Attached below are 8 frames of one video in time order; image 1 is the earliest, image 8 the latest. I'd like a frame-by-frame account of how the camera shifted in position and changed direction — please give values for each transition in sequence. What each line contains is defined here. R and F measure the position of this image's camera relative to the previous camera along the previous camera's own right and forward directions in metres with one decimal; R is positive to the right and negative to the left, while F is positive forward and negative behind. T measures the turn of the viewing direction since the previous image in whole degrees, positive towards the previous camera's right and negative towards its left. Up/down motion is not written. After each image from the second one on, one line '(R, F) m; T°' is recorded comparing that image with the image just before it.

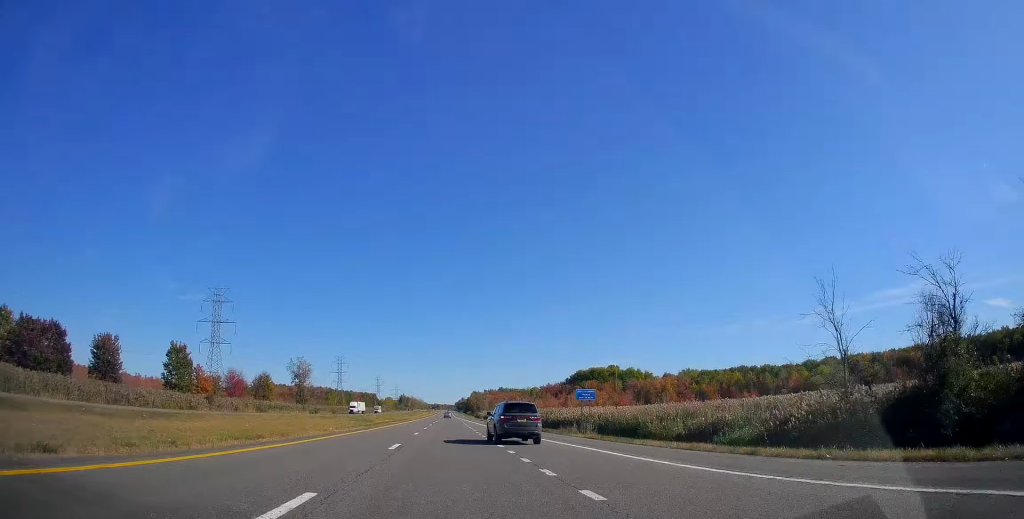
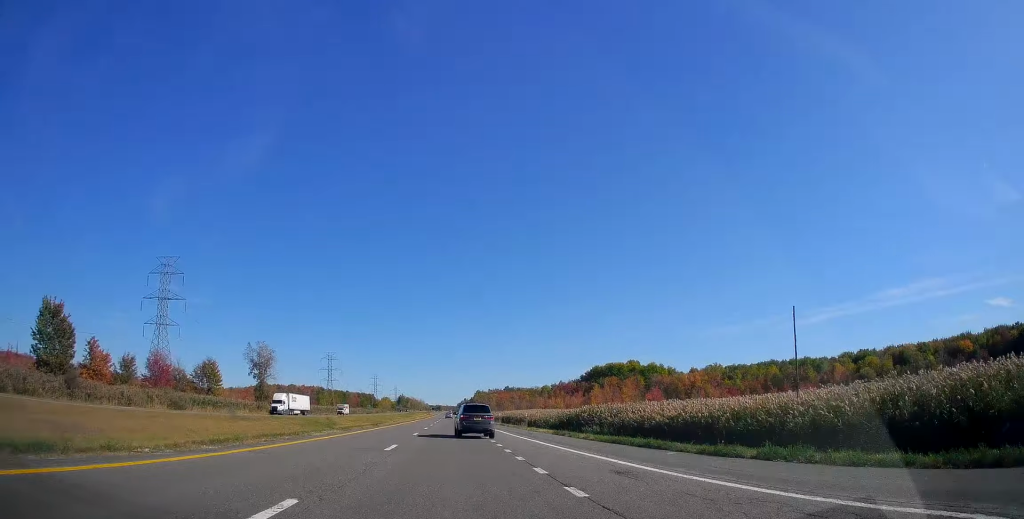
(+0.1, +43.0) m; 0°
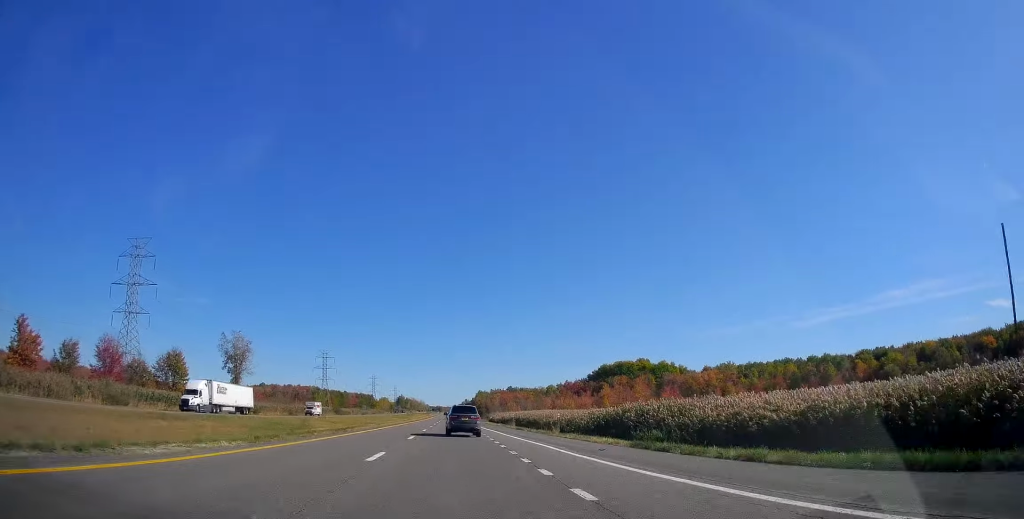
(-0.2, +18.6) m; 0°
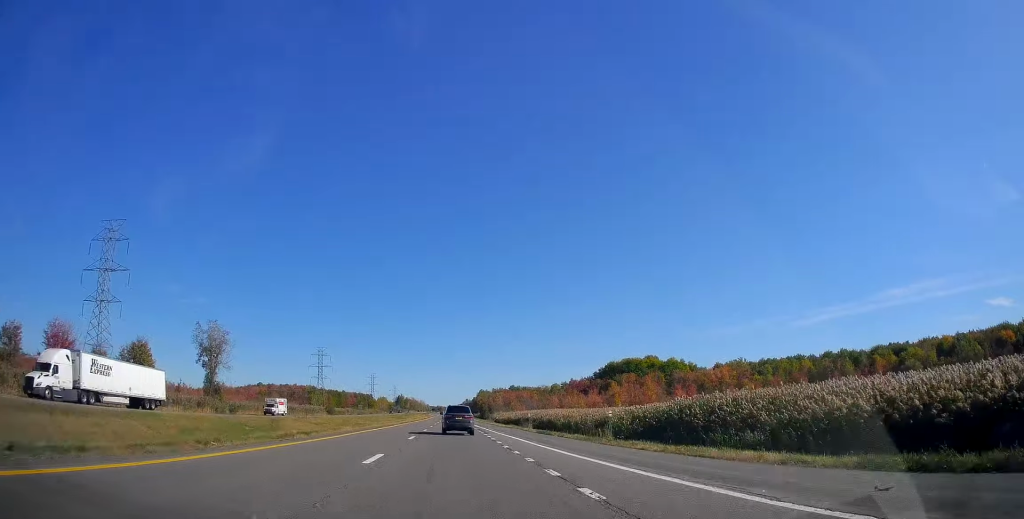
(+0.3, +14.7) m; 0°
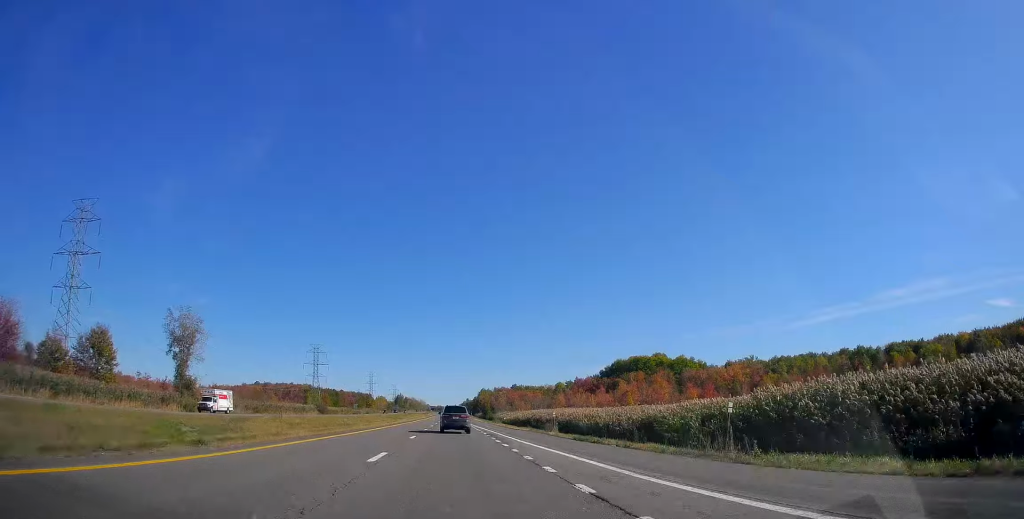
(+0.2, +13.7) m; 0°
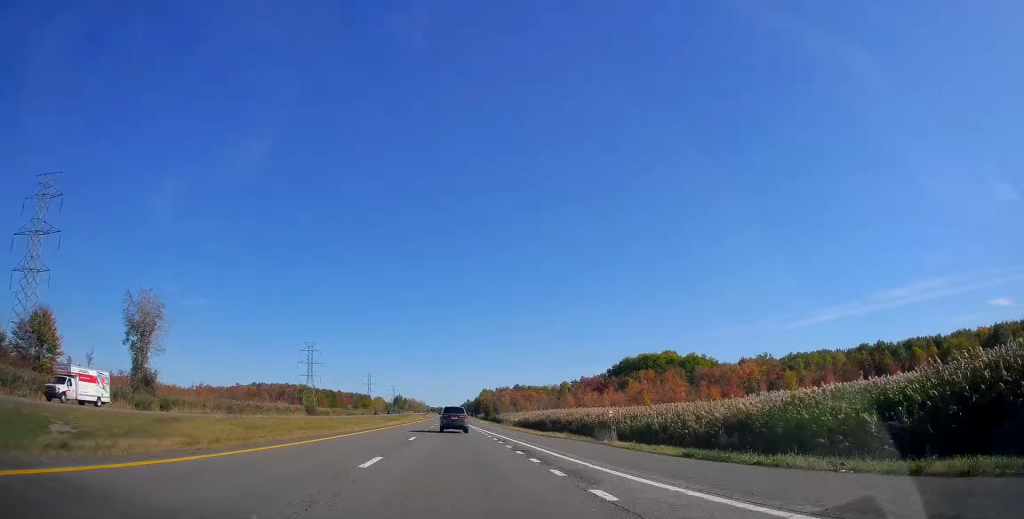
(-0.2, +15.6) m; -1°
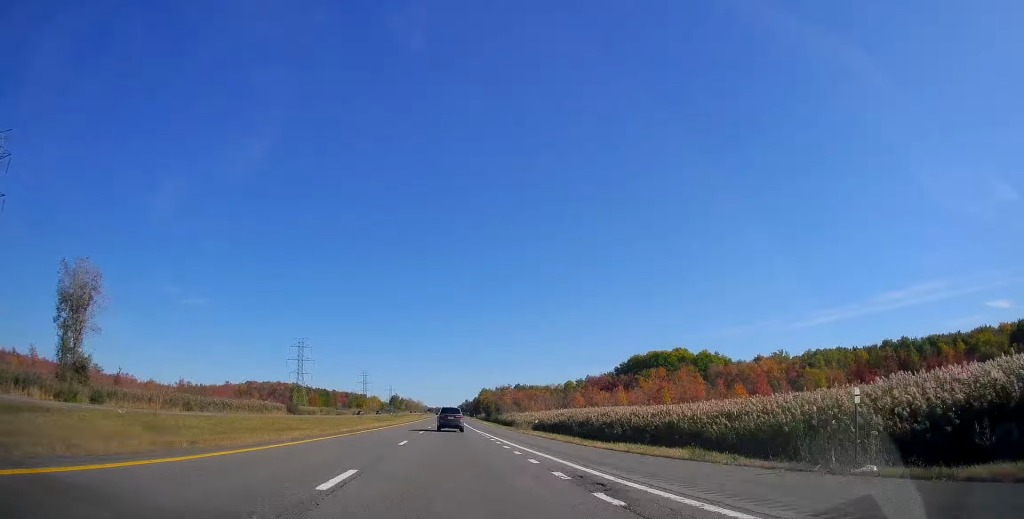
(-0.1, +18.5) m; 0°
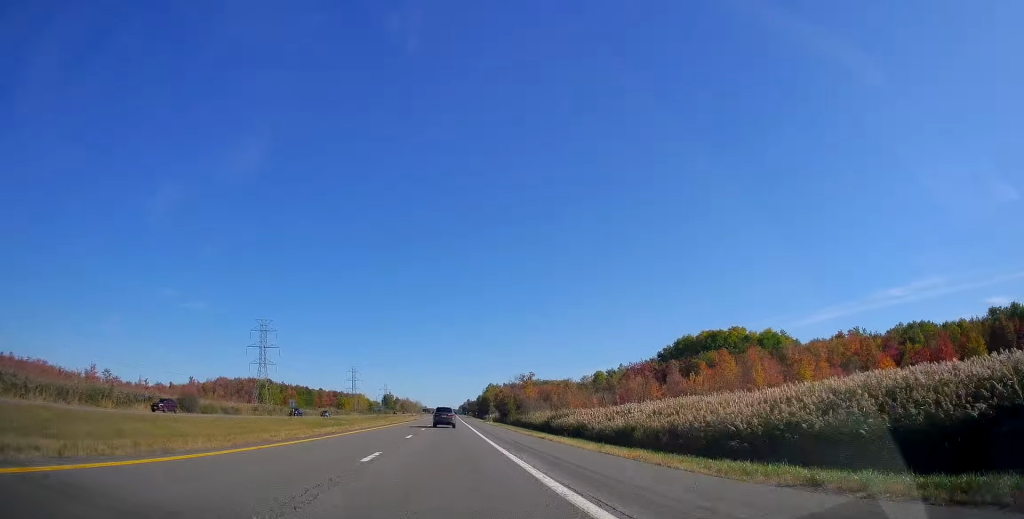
(+0.7, +66.4) m; 0°
